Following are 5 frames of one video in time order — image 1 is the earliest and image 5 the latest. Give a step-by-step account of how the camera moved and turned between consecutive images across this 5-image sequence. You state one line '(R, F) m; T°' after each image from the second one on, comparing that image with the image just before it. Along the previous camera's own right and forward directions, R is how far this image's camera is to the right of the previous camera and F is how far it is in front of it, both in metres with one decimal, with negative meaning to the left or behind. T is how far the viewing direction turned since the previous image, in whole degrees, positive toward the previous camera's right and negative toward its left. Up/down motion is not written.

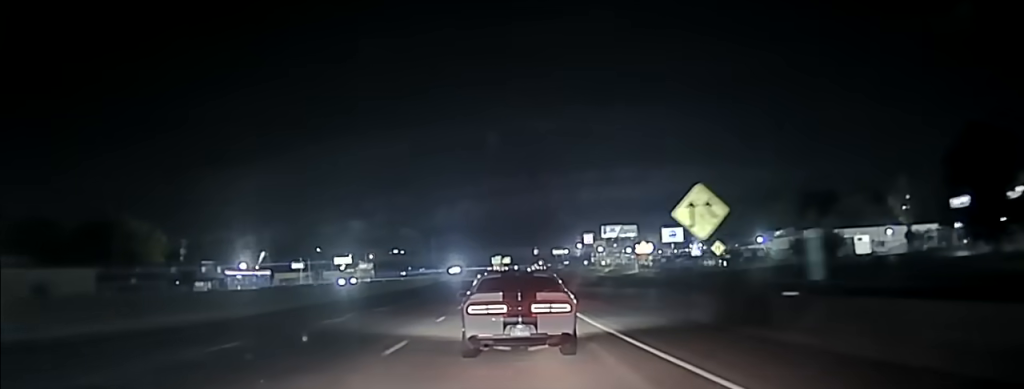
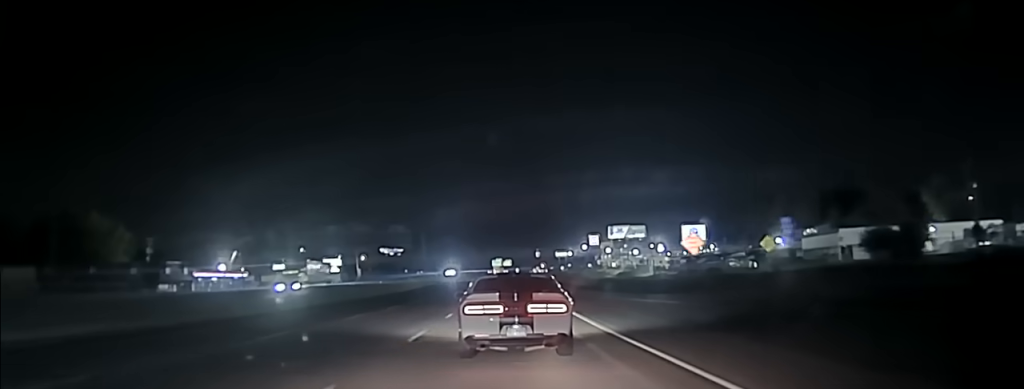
(+0.3, +21.2) m; +1°
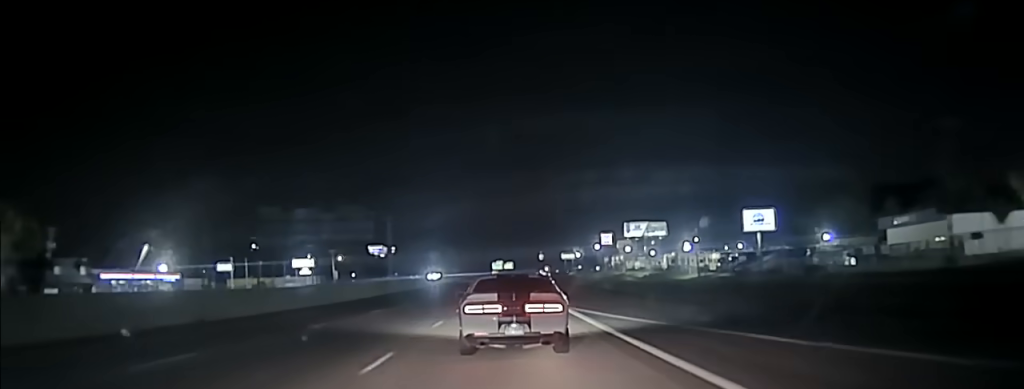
(-0.3, +43.6) m; -1°
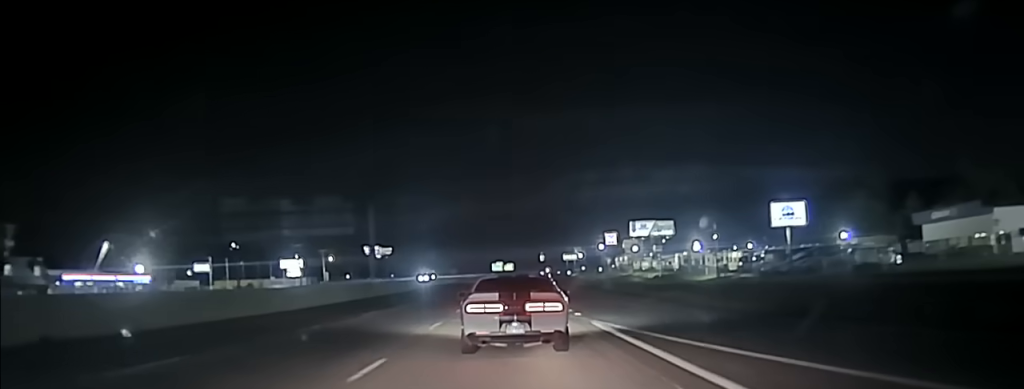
(-0.2, +13.6) m; -1°
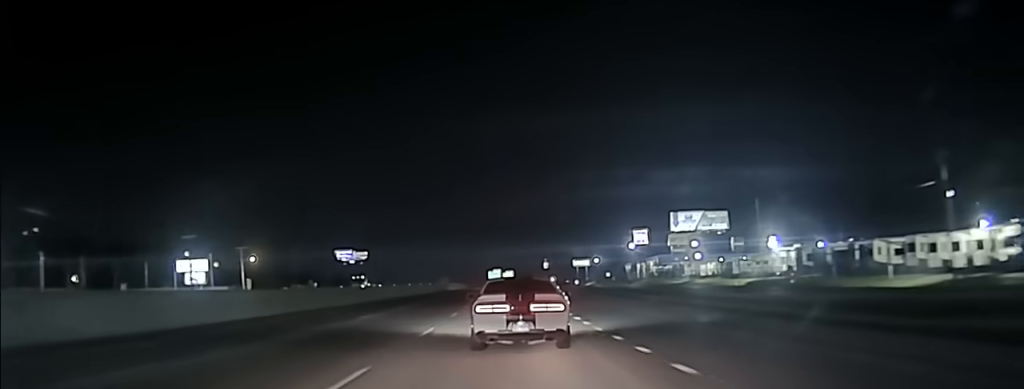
(+0.7, +73.7) m; +1°
